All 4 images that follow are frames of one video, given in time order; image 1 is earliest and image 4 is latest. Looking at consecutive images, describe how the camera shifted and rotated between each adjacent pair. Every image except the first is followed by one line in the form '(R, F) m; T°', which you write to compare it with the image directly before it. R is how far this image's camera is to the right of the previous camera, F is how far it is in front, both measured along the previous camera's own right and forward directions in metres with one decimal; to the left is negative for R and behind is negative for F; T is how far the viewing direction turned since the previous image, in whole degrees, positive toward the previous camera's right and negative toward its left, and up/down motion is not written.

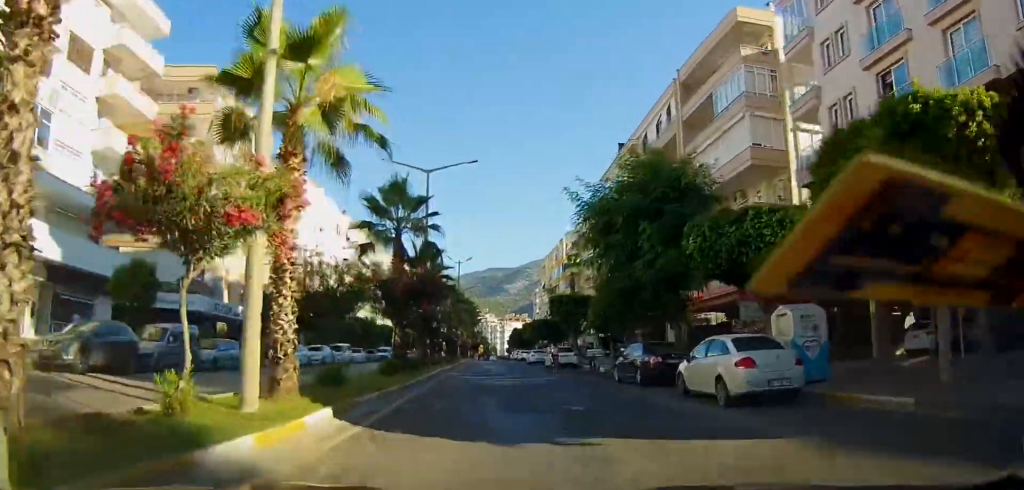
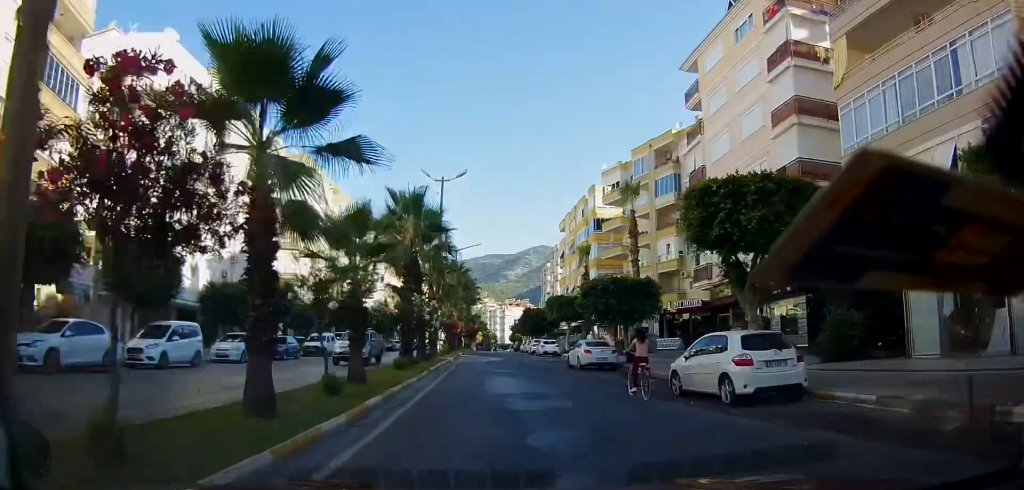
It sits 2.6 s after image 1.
(+0.2, +24.1) m; +2°
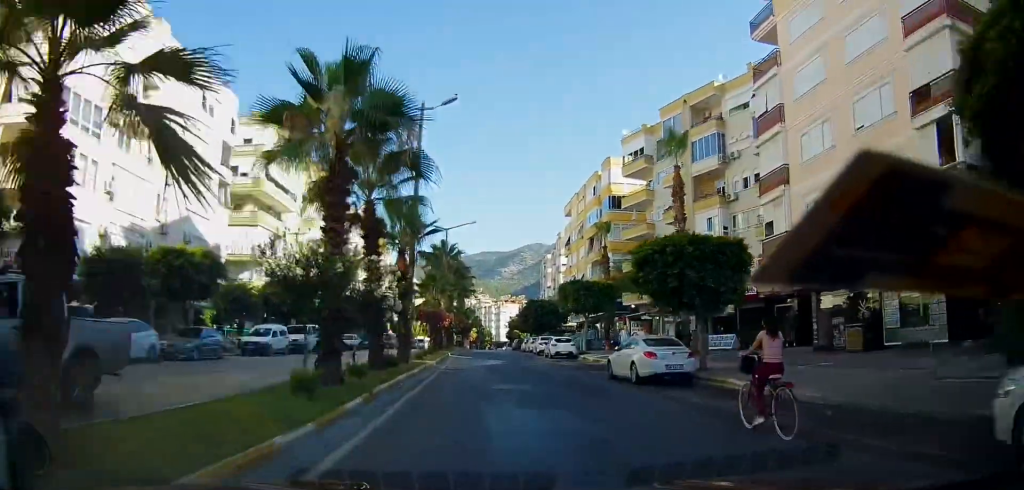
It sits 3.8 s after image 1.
(+0.2, +11.0) m; +1°
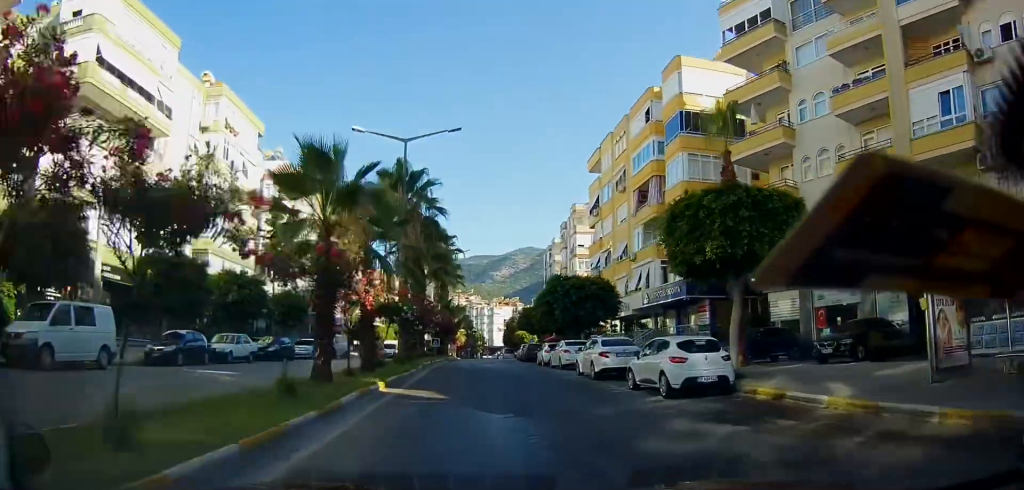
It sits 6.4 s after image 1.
(-0.3, +26.6) m; -2°
